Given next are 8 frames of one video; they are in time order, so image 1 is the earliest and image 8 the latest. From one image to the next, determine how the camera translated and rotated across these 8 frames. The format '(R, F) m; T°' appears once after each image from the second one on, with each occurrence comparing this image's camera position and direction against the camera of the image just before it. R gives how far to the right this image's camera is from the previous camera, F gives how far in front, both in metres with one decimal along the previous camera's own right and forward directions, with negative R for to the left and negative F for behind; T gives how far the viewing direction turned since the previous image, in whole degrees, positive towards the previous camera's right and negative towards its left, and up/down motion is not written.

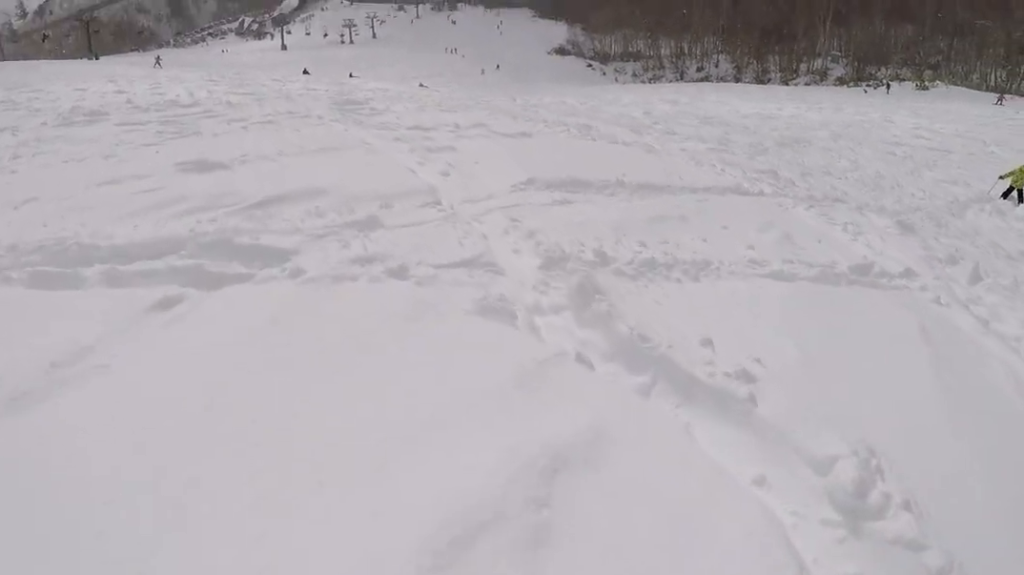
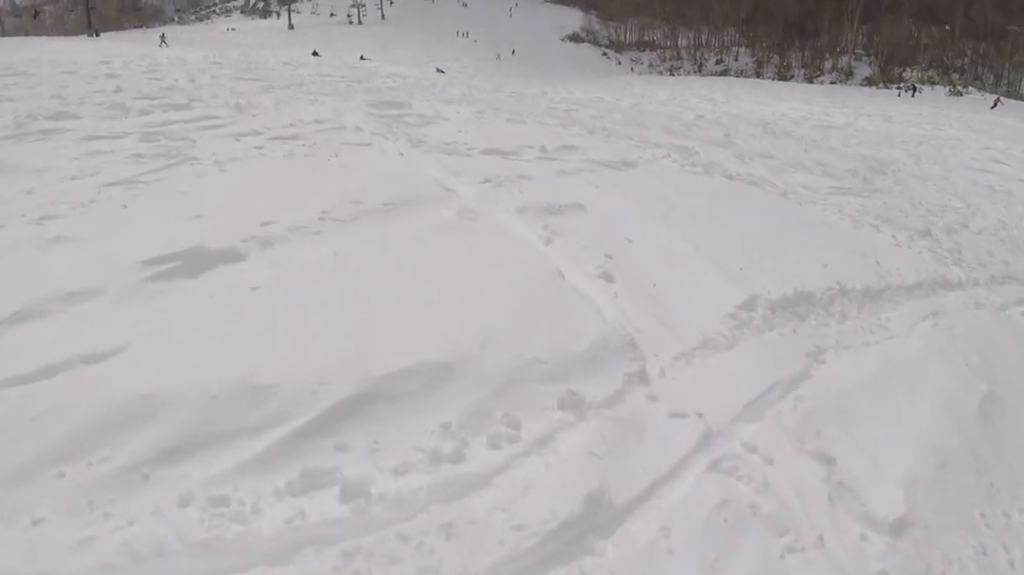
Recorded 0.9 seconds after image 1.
(+1.0, +4.1) m; -1°
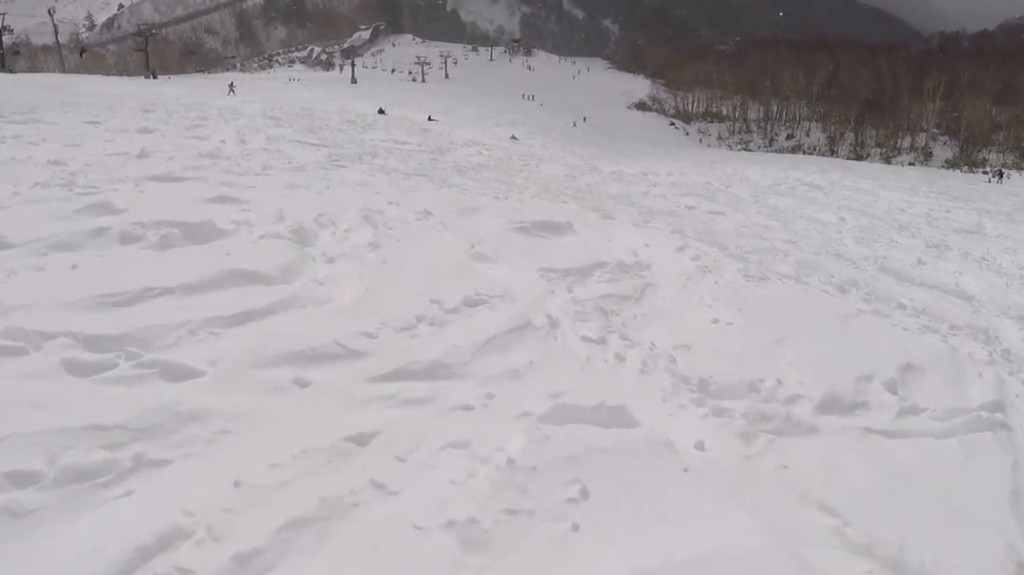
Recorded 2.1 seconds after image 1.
(-1.6, +5.9) m; -14°
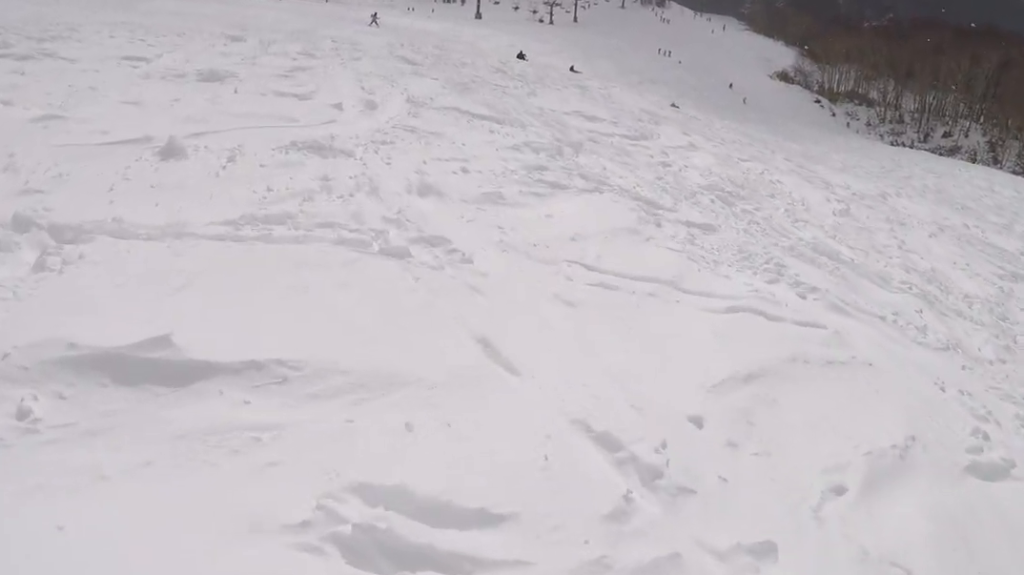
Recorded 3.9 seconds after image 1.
(+0.9, +9.9) m; +9°
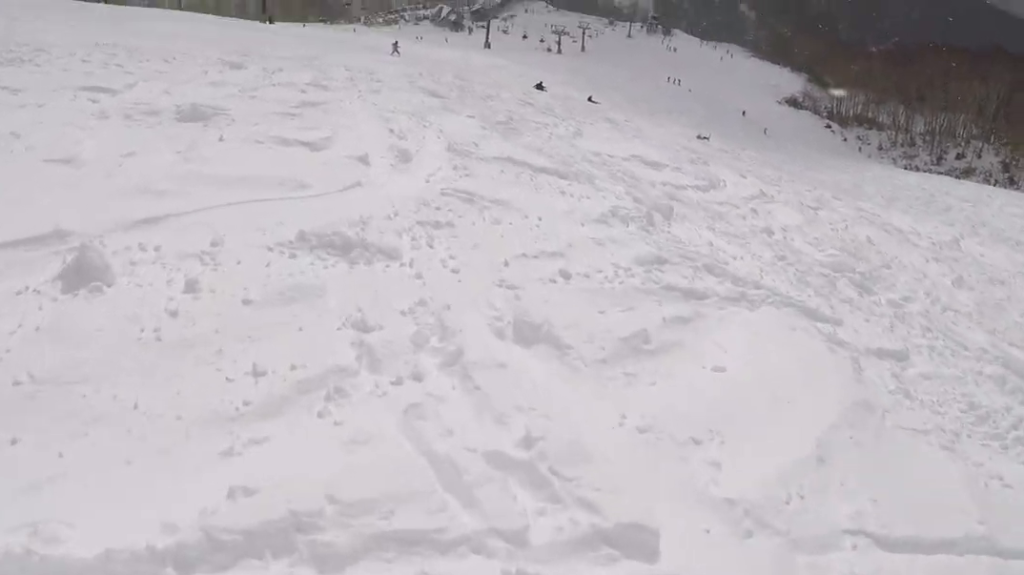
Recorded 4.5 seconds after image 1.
(0.0, +4.0) m; 0°
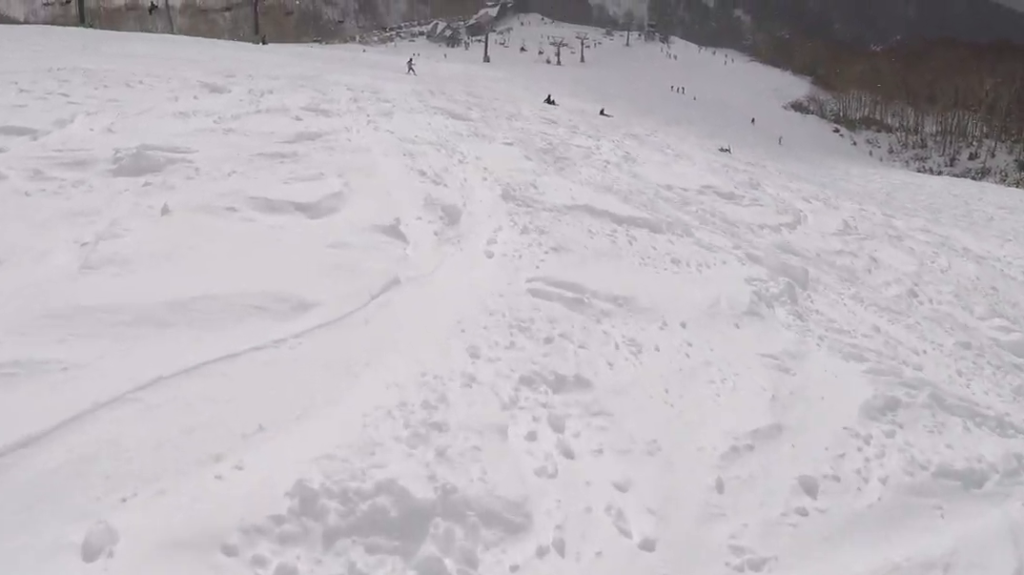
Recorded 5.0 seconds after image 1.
(0.0, +3.4) m; -4°
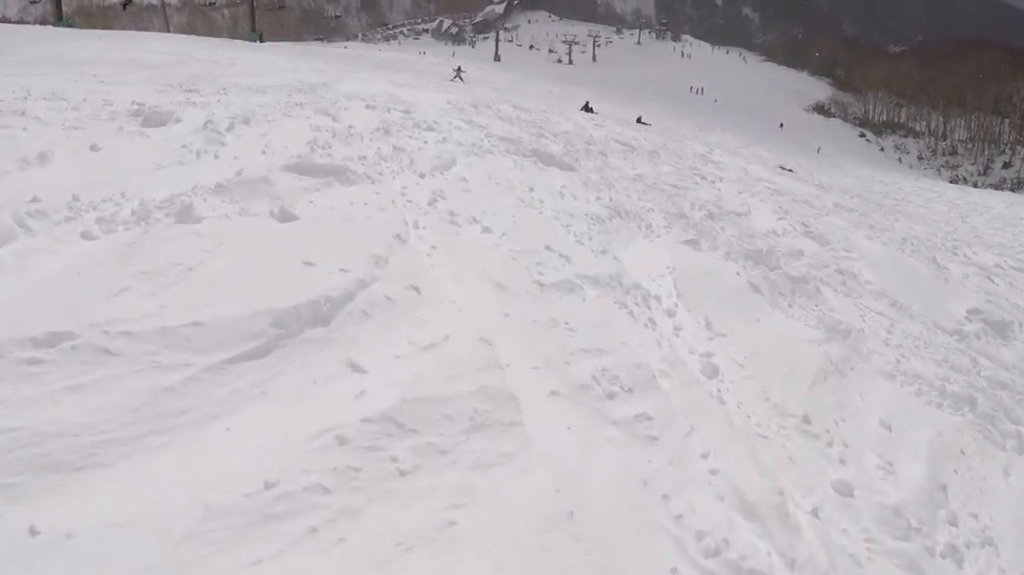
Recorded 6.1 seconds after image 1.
(-0.6, +6.3) m; -13°
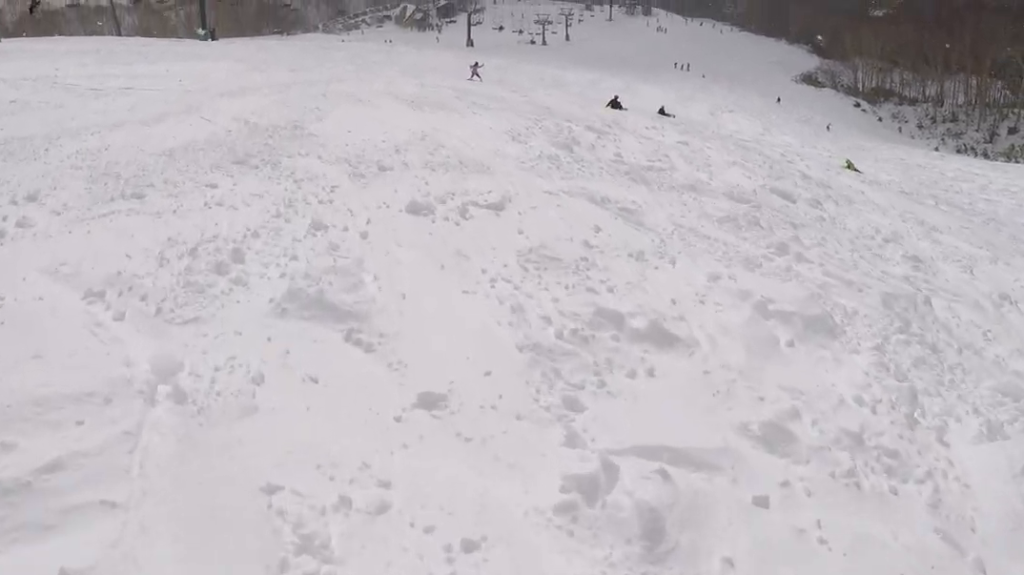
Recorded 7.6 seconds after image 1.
(+0.1, +8.5) m; +9°
